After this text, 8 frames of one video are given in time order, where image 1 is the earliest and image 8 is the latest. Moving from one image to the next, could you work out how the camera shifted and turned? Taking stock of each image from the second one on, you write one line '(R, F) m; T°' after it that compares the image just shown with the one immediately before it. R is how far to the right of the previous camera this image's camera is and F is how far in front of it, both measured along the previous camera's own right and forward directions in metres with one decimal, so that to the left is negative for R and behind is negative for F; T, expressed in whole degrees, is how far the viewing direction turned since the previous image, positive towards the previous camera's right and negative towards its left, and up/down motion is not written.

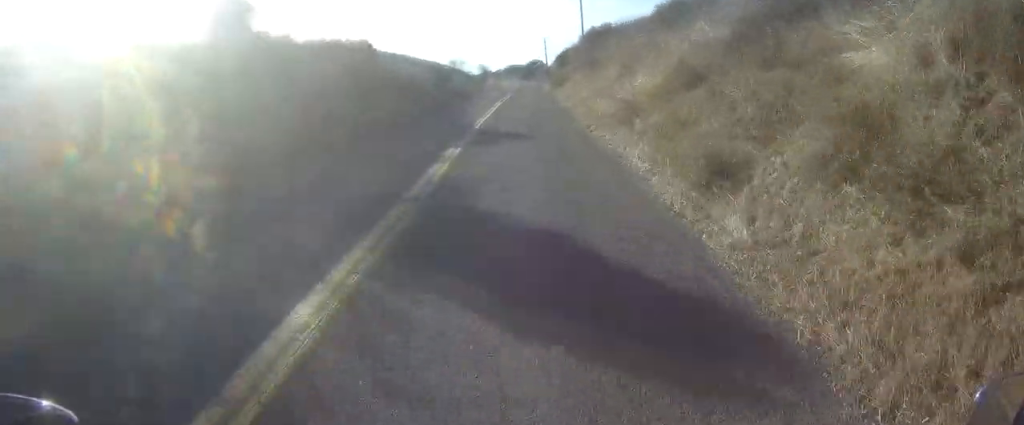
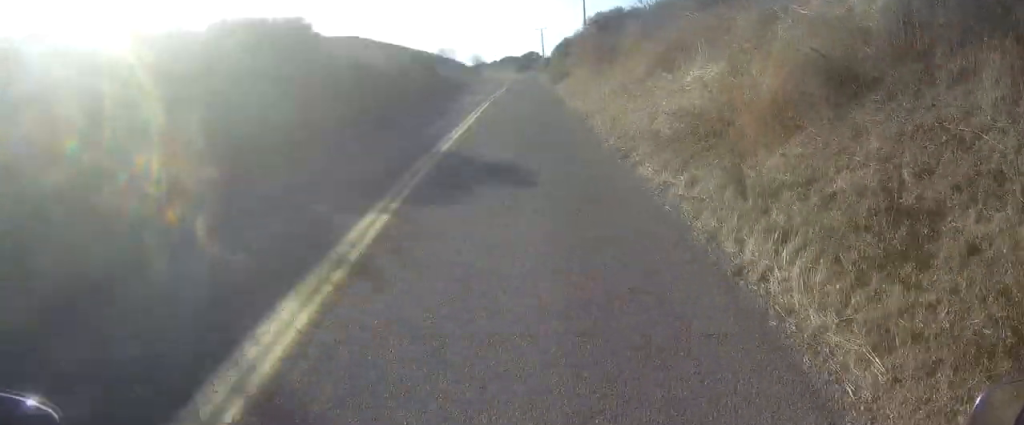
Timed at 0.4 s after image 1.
(+0.2, +7.2) m; -1°
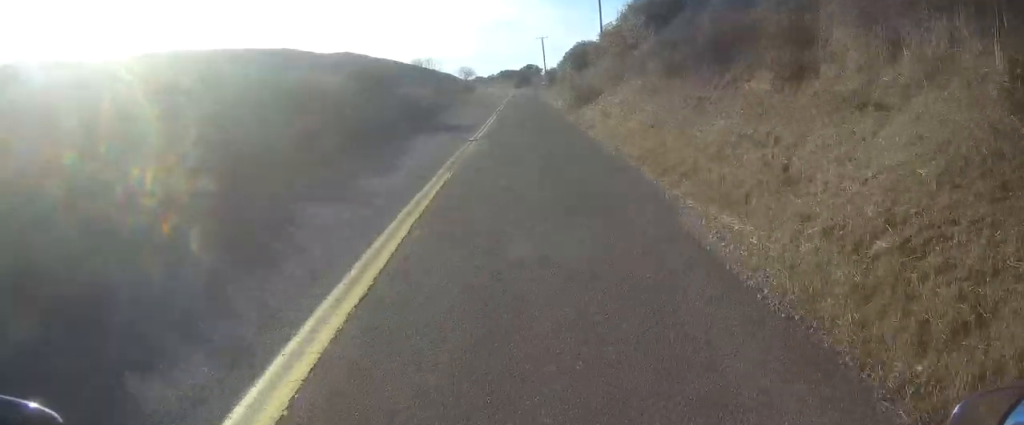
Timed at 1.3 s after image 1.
(-0.6, +16.8) m; 0°
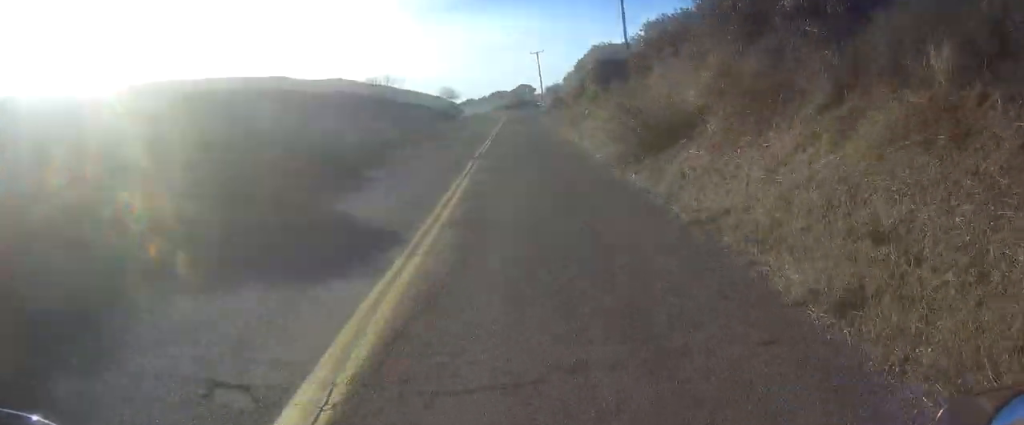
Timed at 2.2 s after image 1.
(+0.5, +16.1) m; +2°
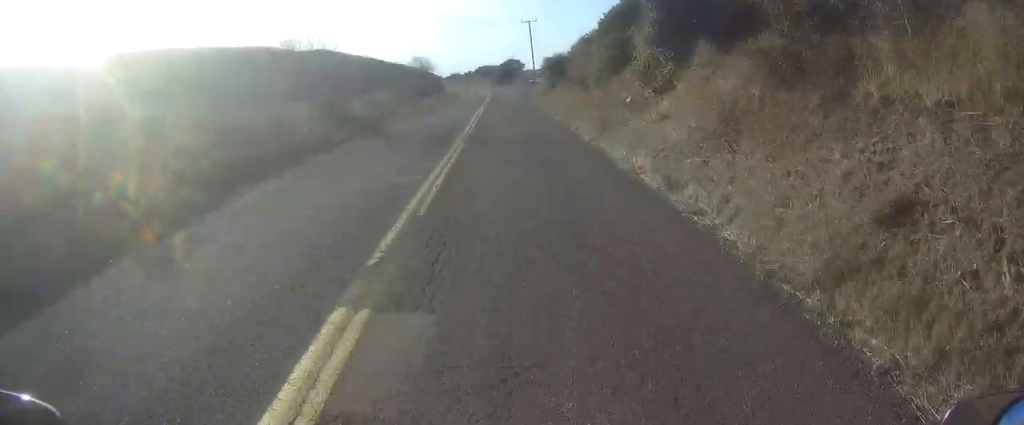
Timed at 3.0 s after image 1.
(+0.2, +14.2) m; 0°
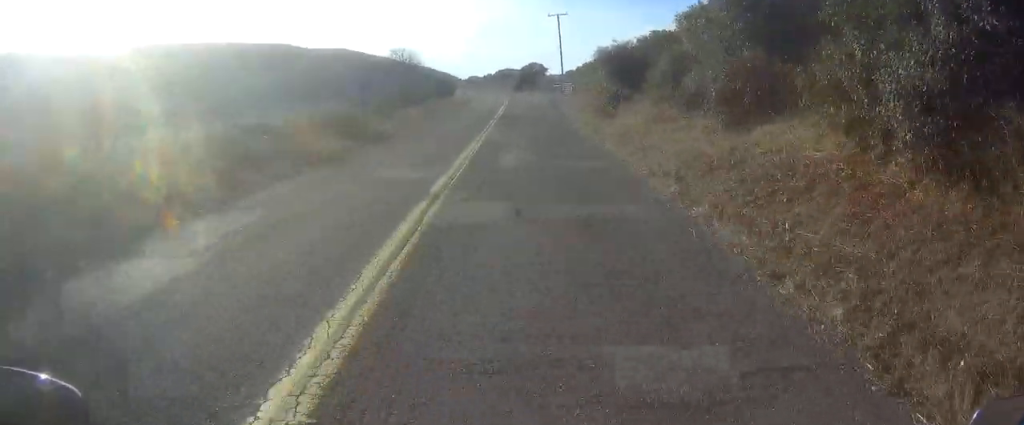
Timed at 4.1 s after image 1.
(-0.1, +19.6) m; -1°
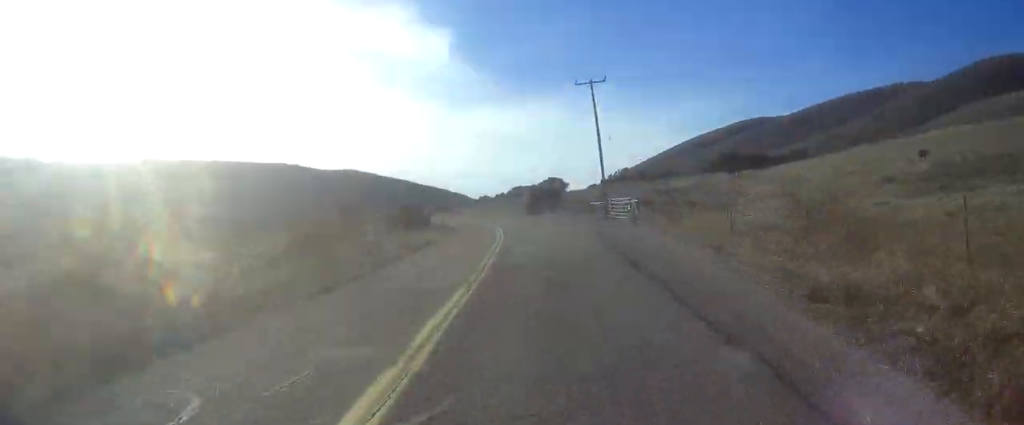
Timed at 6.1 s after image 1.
(+0.3, +35.2) m; +2°
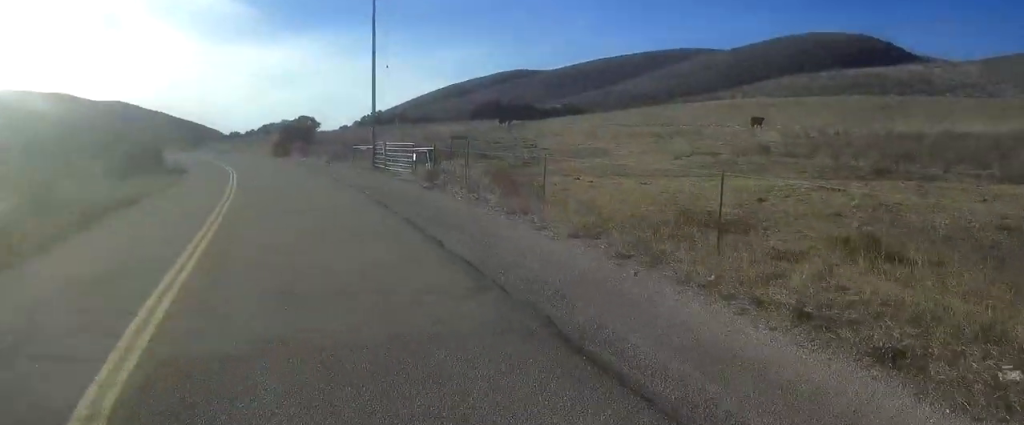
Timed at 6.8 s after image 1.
(+0.1, +11.9) m; 0°
